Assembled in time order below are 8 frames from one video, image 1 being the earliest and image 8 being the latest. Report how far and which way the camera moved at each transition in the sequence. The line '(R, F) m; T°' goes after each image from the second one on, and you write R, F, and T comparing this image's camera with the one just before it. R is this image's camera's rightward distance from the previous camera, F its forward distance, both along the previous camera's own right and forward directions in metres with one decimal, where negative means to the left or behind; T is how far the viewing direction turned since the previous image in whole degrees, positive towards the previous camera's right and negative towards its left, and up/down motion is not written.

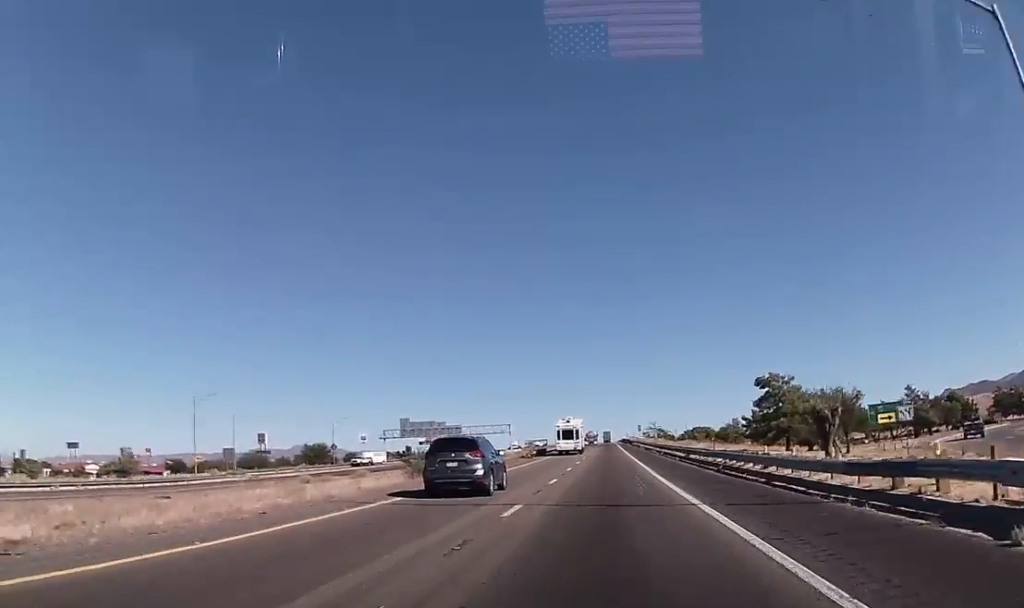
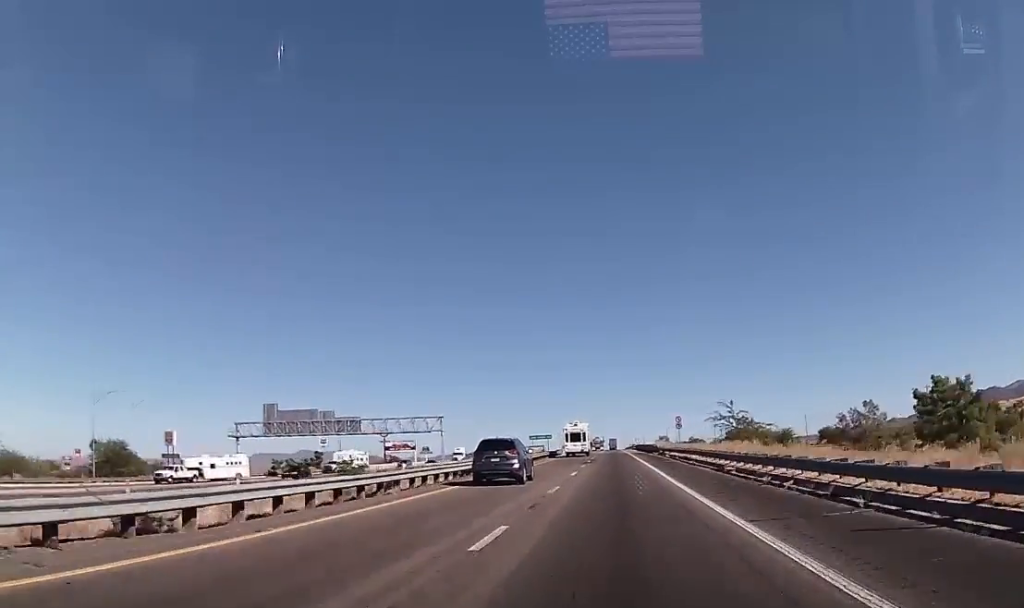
(-0.3, +78.4) m; -1°
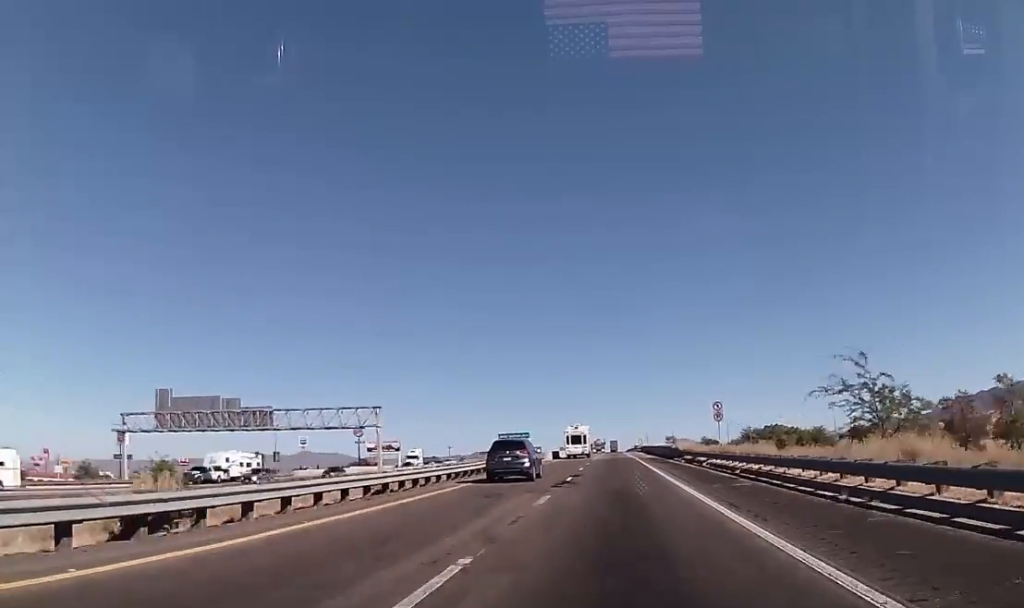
(-0.1, +28.5) m; 0°
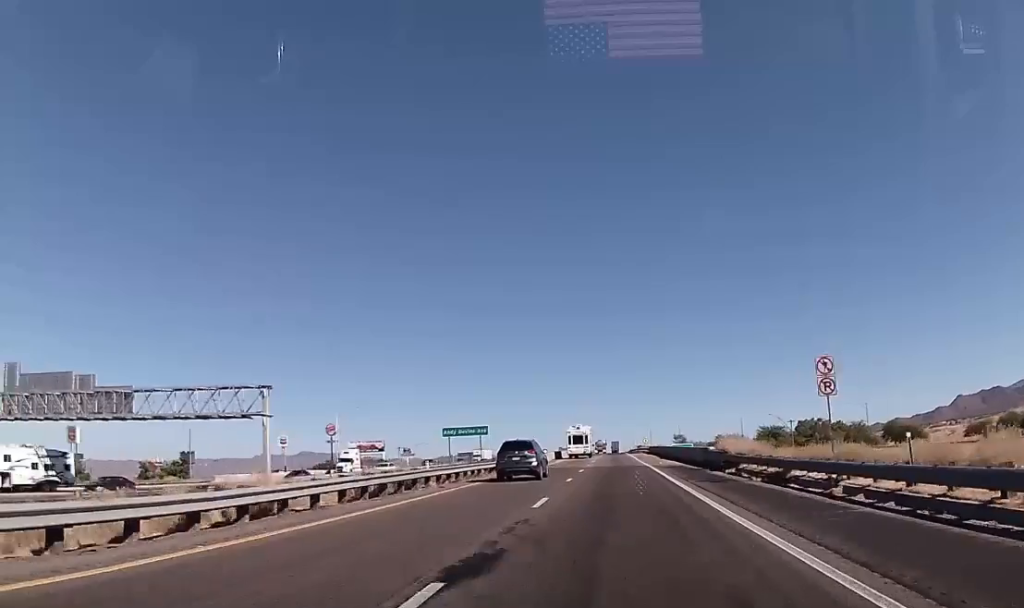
(0.0, +25.1) m; 0°
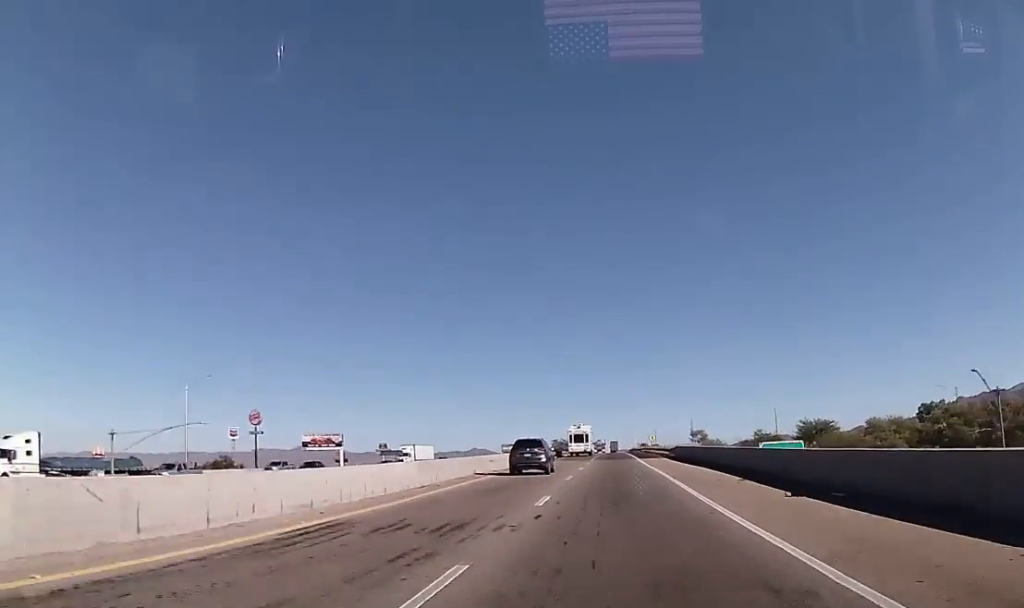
(+0.6, +47.6) m; 0°
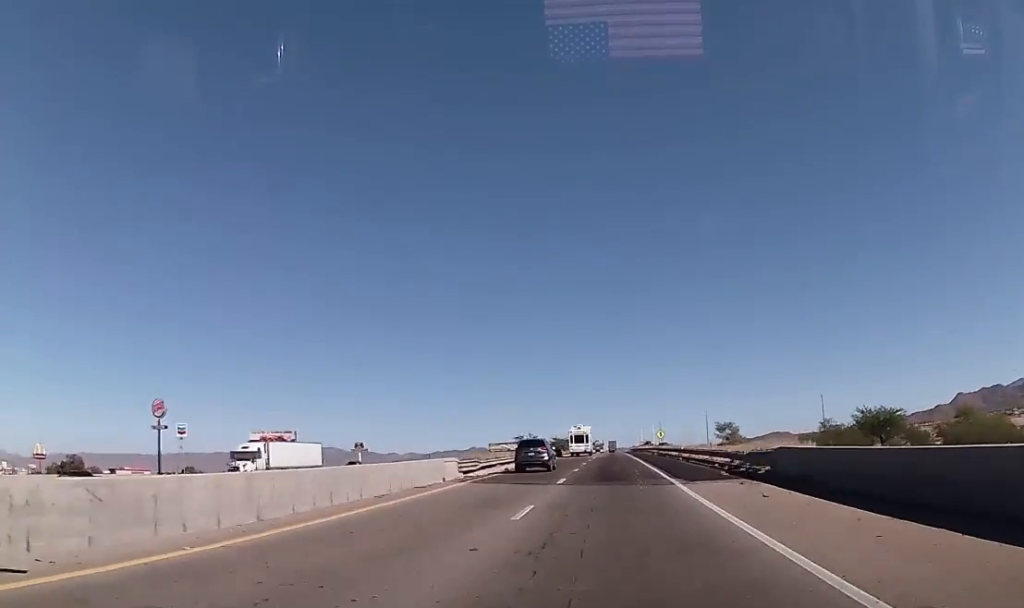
(-0.6, +39.6) m; -1°
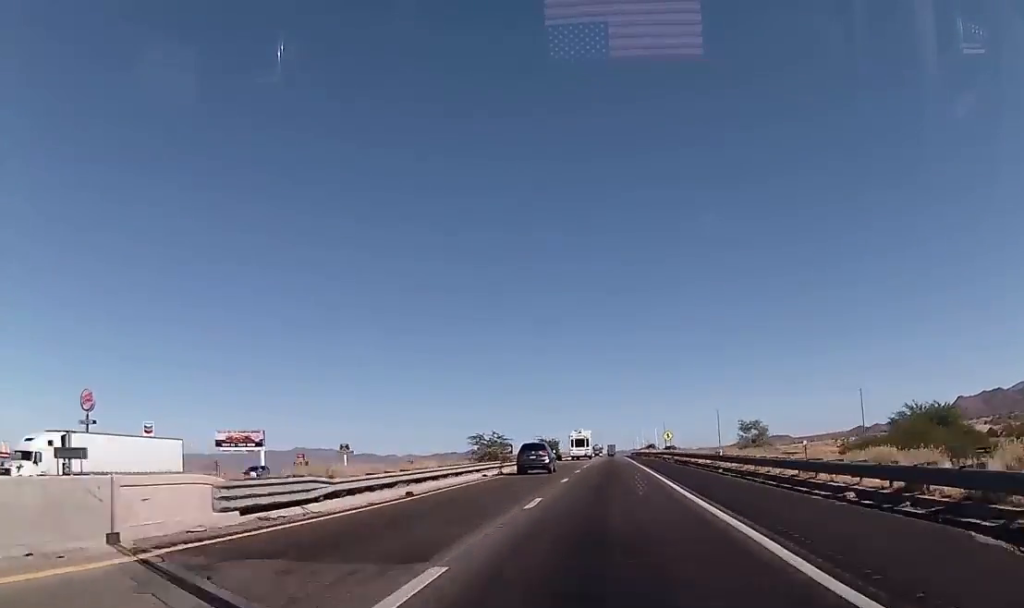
(-0.1, +21.3) m; +1°
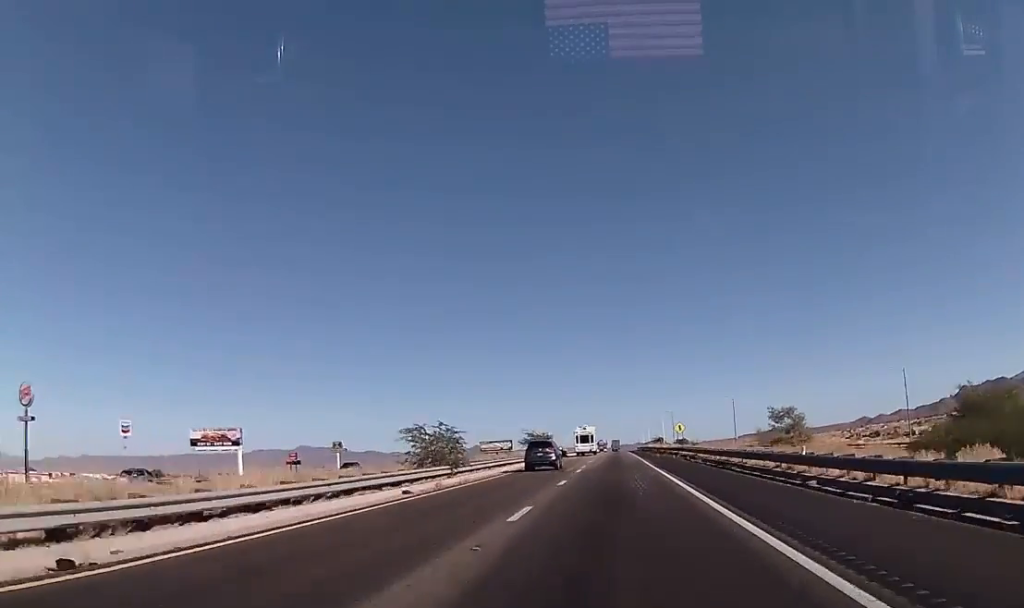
(+0.2, +15.9) m; 0°
